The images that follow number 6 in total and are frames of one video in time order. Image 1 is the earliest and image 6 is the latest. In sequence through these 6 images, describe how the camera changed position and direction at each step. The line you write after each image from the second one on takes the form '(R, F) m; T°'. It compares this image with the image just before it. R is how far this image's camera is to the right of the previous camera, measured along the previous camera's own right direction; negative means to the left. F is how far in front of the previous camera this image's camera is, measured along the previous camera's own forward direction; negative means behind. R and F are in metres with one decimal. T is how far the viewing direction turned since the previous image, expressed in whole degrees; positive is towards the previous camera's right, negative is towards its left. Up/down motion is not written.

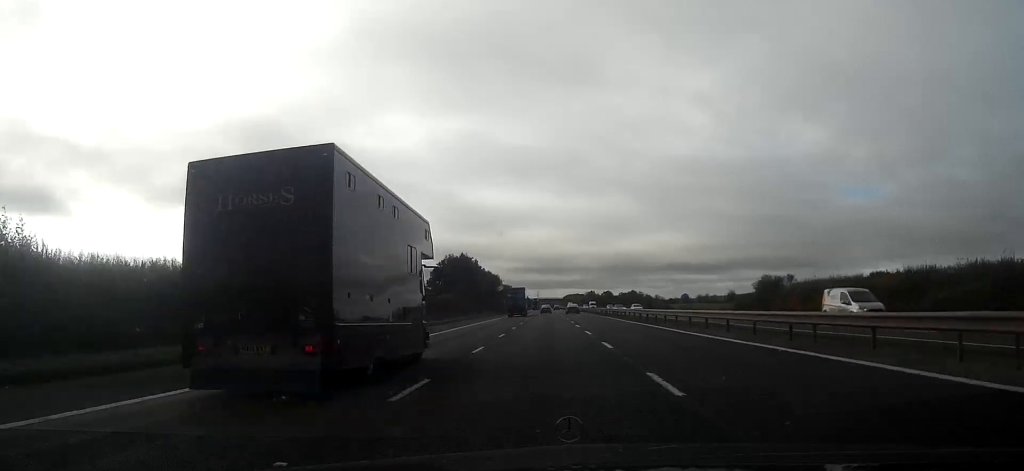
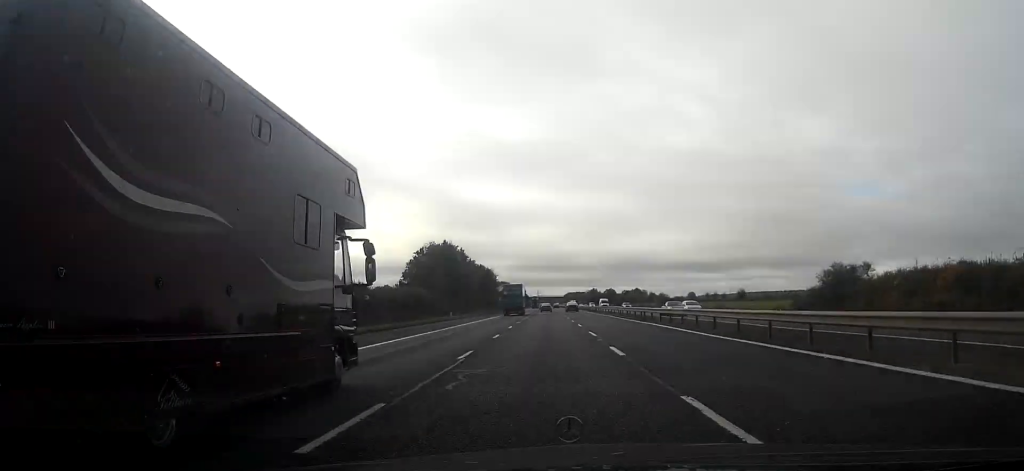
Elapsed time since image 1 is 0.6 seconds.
(0.0, +20.7) m; 0°
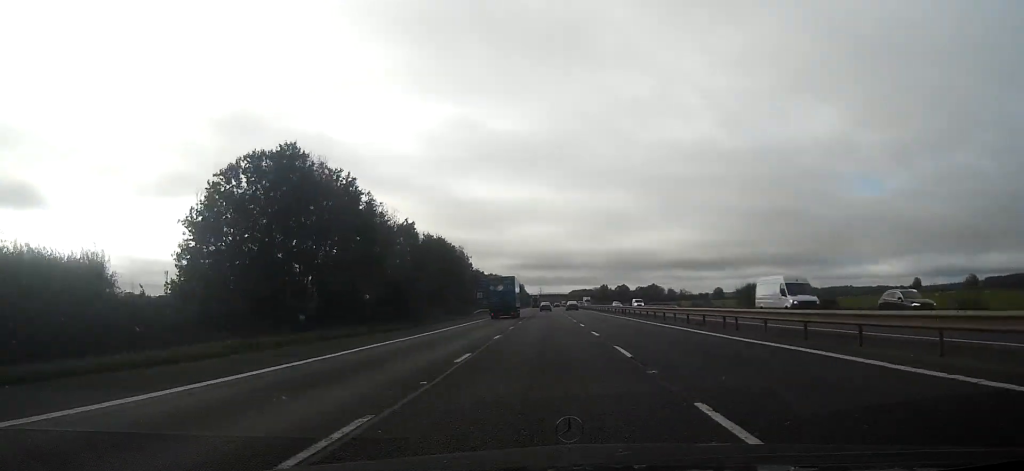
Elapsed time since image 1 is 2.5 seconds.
(-0.2, +63.5) m; 0°
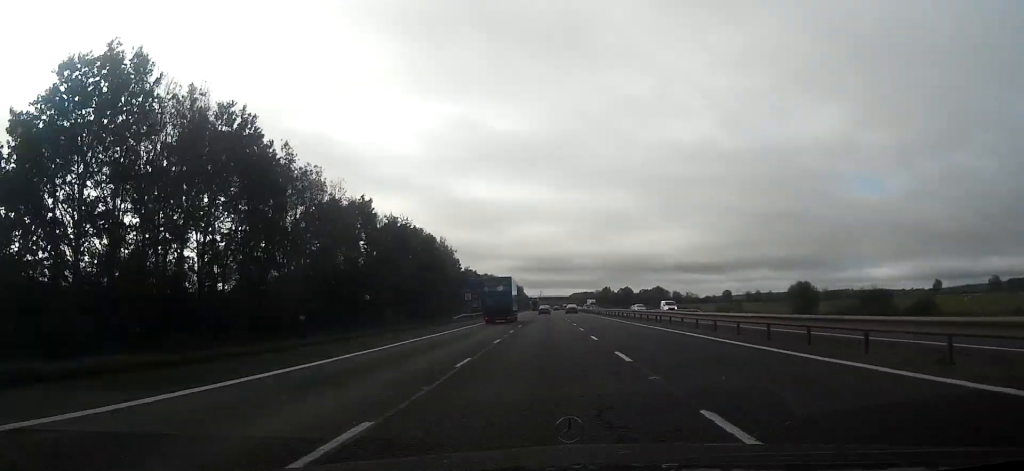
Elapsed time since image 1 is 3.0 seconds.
(-0.1, +17.9) m; 0°
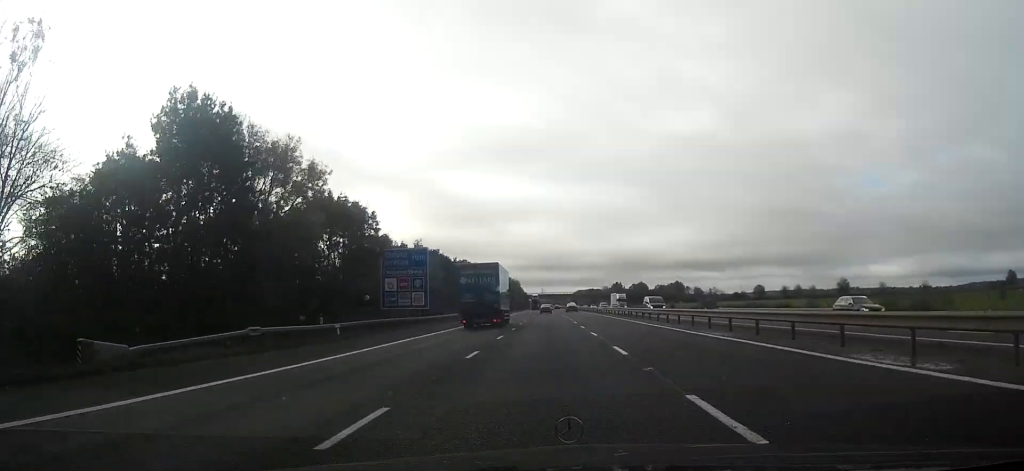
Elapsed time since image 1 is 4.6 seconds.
(+0.1, +53.1) m; 0°
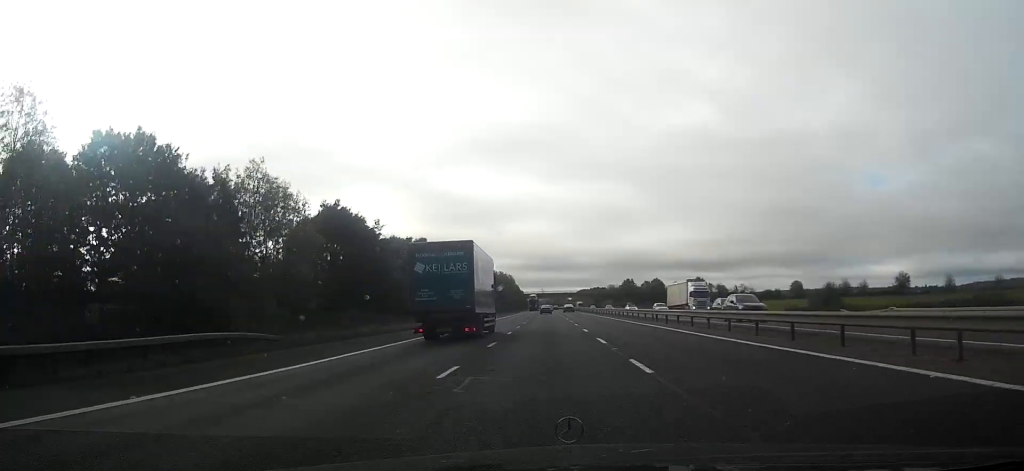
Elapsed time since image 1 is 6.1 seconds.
(-0.1, +48.0) m; 0°
